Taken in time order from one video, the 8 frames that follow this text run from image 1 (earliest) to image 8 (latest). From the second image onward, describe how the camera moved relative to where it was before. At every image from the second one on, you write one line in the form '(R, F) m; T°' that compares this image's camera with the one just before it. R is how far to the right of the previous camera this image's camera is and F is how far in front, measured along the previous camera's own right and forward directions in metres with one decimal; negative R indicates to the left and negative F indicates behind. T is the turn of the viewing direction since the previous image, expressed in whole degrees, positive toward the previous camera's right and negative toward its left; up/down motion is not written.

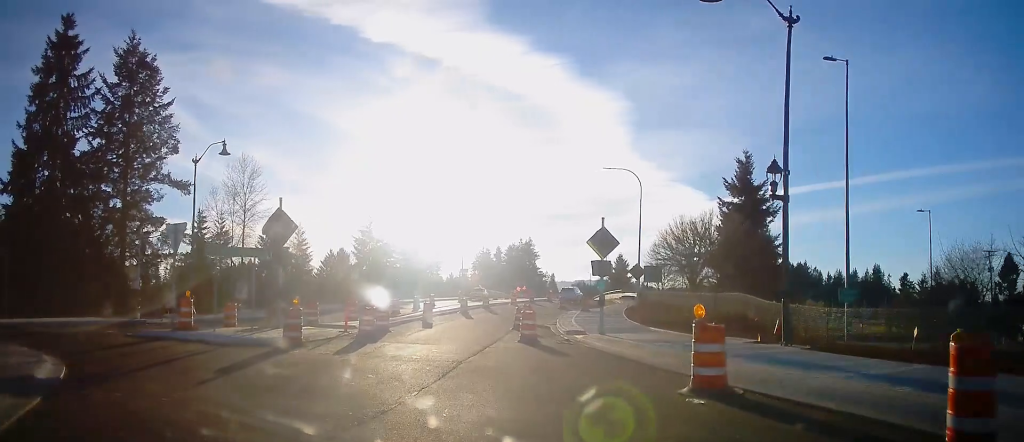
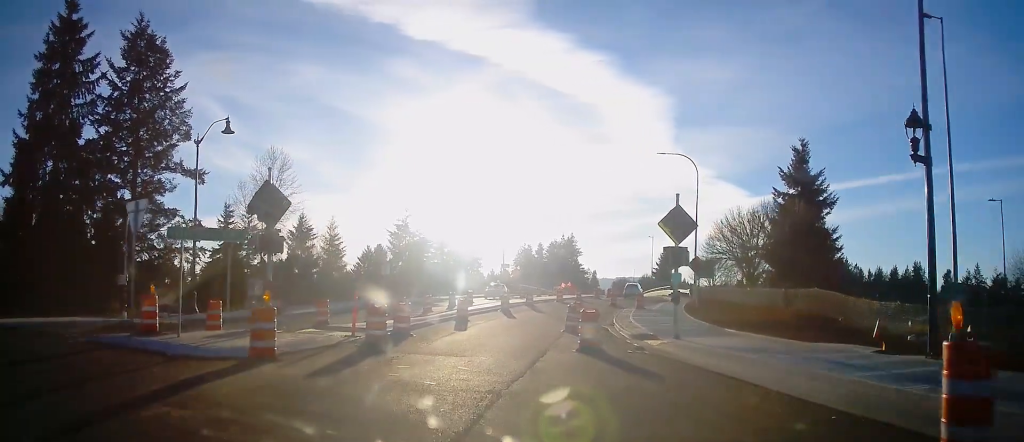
(-0.3, +4.6) m; -6°
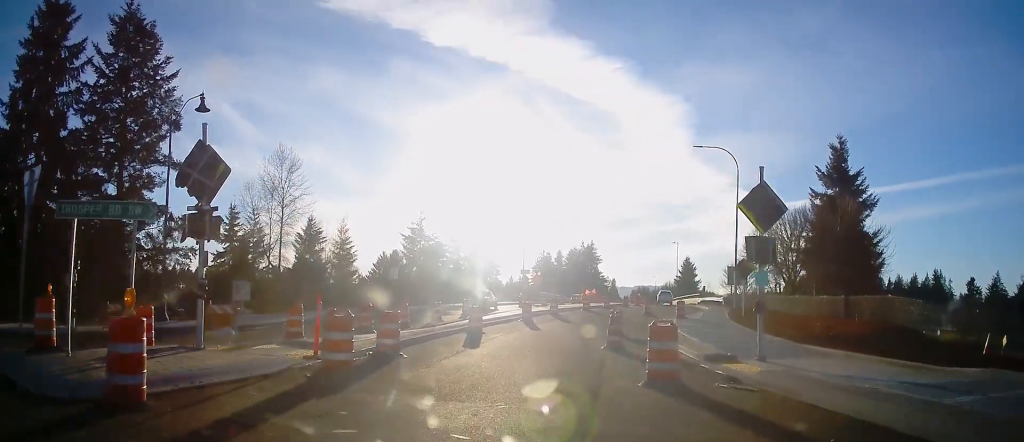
(-0.3, +5.3) m; 0°
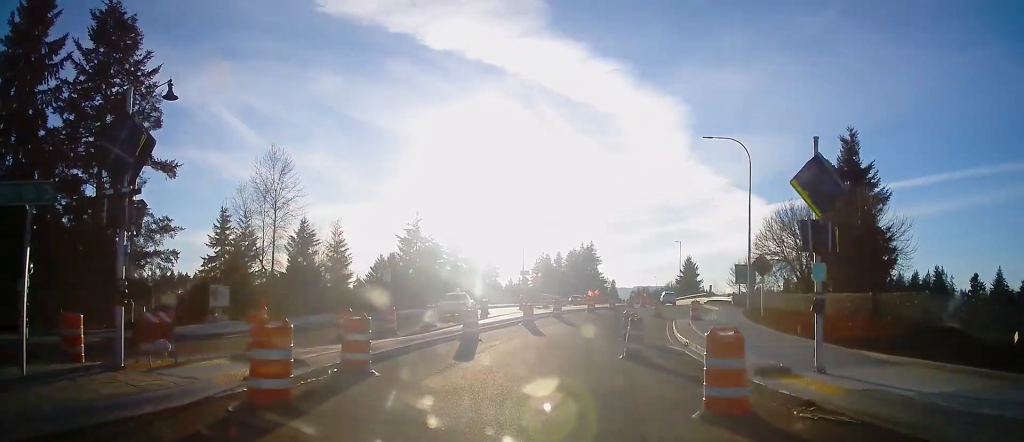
(-0.3, +2.8) m; +2°
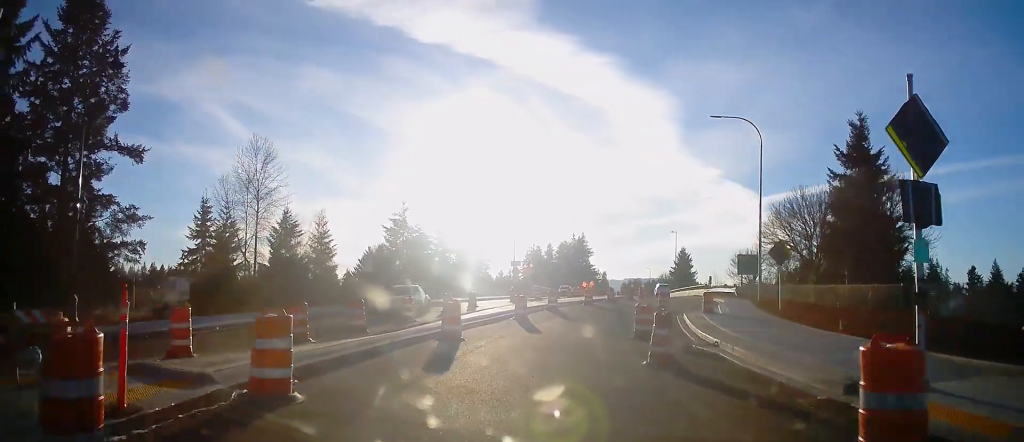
(+0.2, +3.4) m; +2°
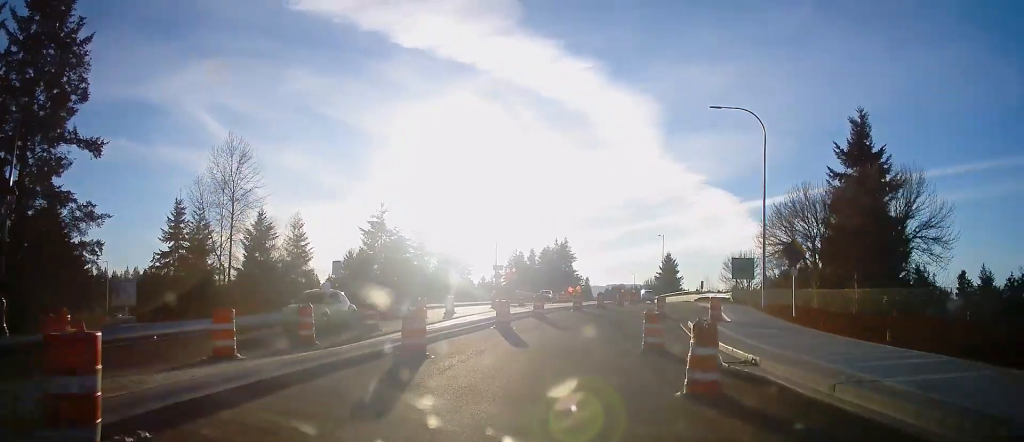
(+0.4, +3.3) m; +2°
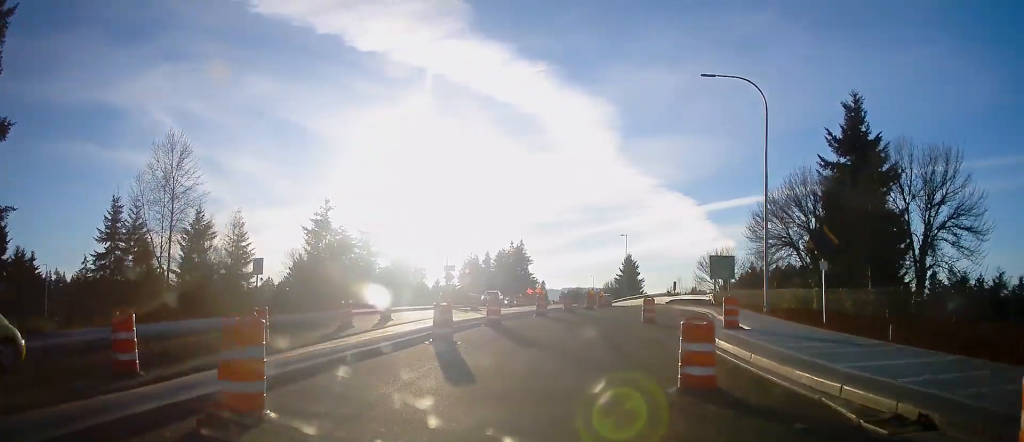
(0.0, +6.3) m; +1°
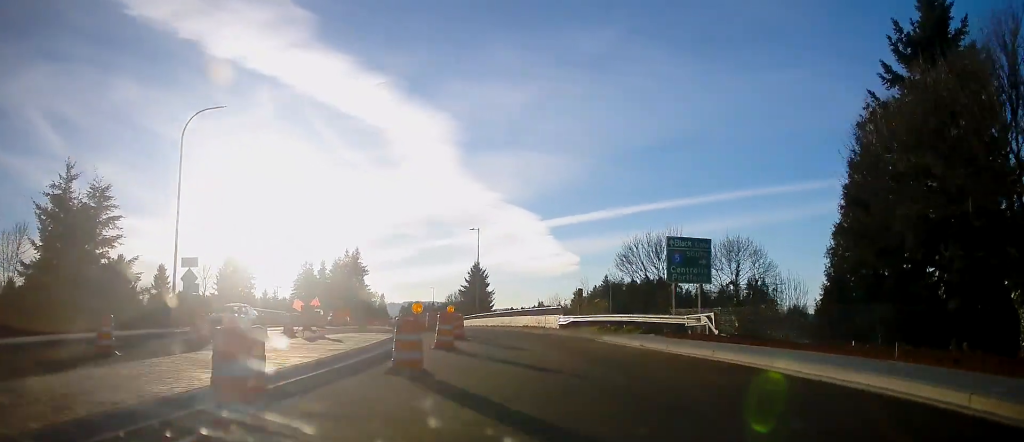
(+3.4, +27.2) m; +16°
